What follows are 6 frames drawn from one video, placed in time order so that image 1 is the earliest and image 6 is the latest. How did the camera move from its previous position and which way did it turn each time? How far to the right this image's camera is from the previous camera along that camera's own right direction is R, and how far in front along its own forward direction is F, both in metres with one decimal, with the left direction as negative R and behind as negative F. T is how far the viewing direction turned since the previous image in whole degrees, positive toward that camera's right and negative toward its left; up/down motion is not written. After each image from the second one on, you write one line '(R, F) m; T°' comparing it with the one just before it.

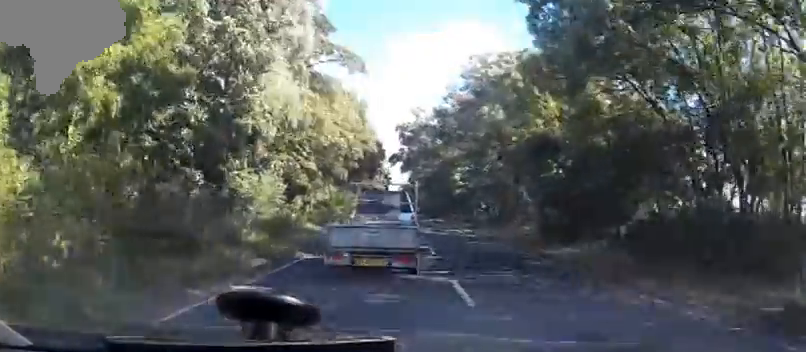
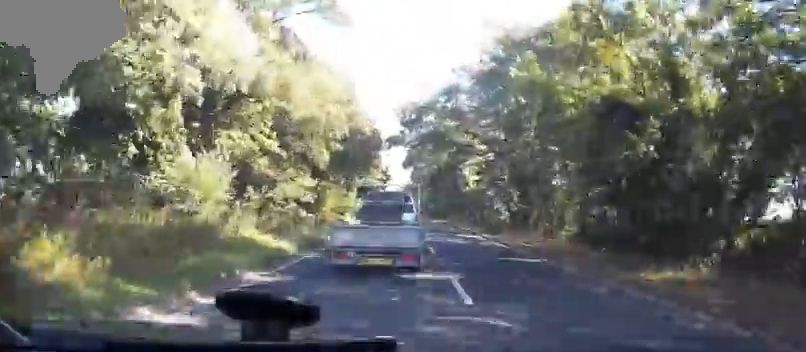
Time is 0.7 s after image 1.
(-0.2, +9.6) m; -1°
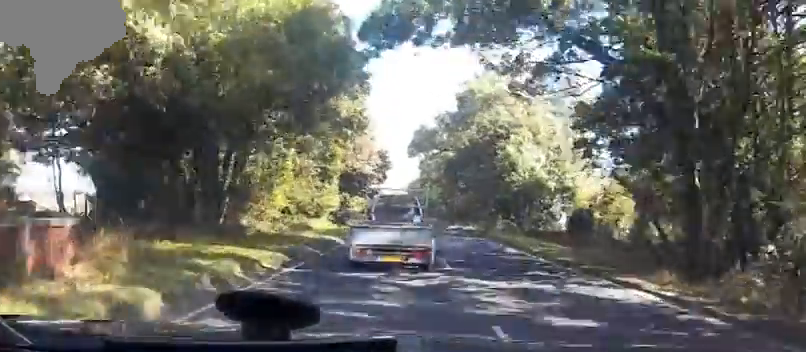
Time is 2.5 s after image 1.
(+0.2, +22.1) m; +2°
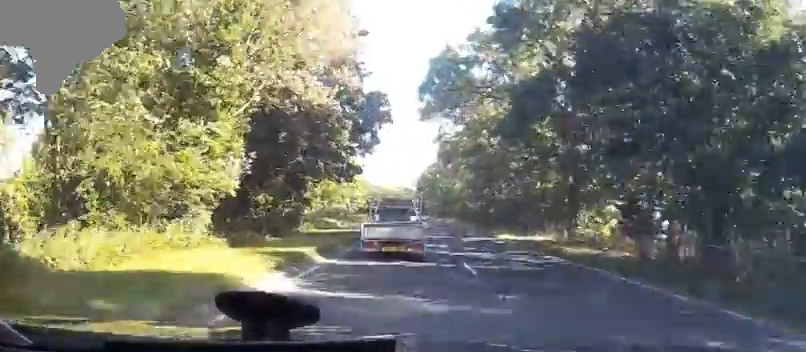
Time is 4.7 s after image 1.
(+0.5, +25.1) m; +2°
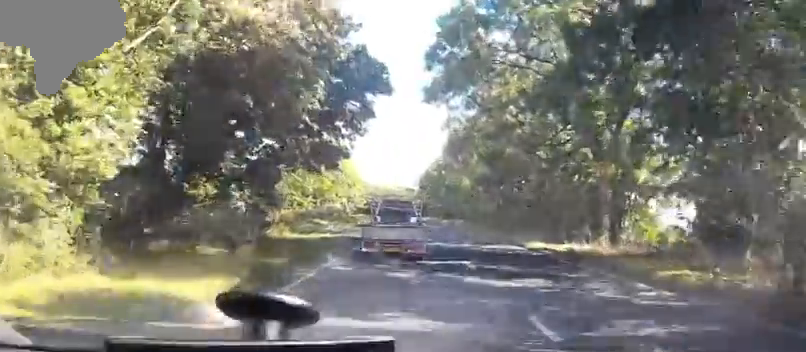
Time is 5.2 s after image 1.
(0.0, +6.0) m; 0°
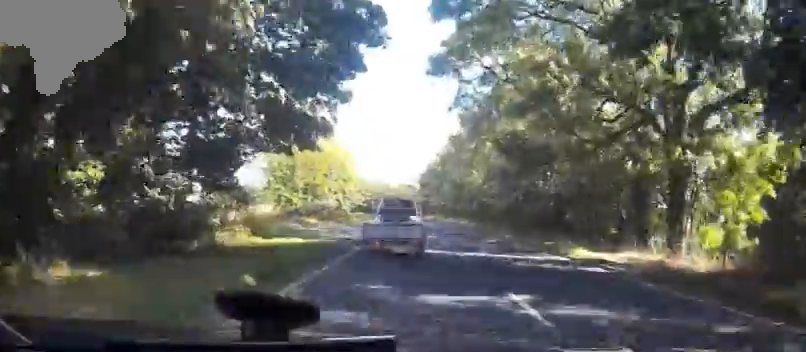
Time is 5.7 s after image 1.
(0.0, +5.9) m; 0°
